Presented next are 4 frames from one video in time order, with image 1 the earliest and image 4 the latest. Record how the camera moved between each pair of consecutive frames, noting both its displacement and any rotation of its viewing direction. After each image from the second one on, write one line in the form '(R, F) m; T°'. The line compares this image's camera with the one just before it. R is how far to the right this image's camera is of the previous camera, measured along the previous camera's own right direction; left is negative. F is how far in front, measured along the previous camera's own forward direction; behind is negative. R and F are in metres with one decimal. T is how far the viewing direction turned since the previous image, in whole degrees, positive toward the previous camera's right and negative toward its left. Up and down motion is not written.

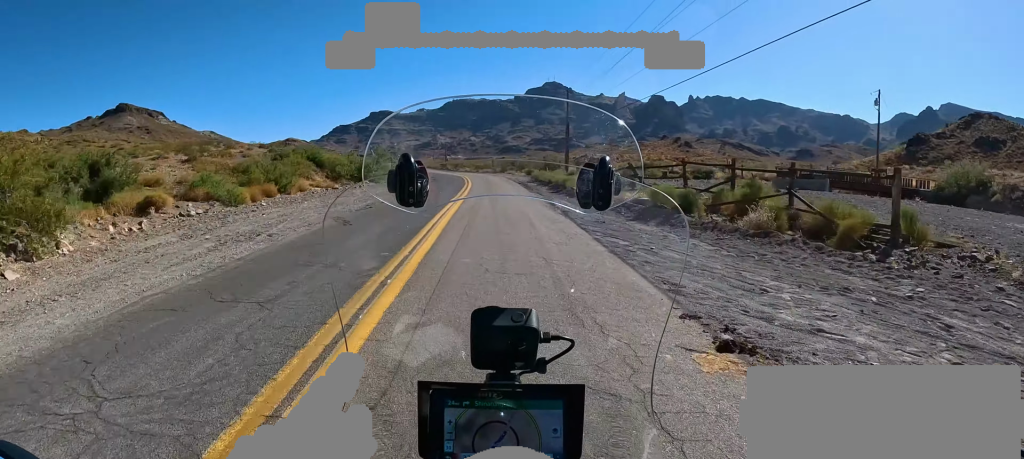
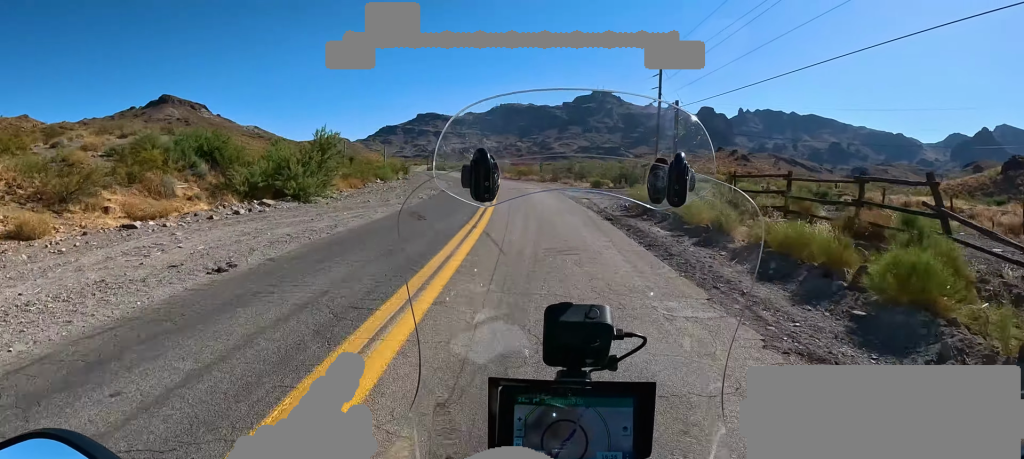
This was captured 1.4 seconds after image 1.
(-0.5, +23.5) m; -2°
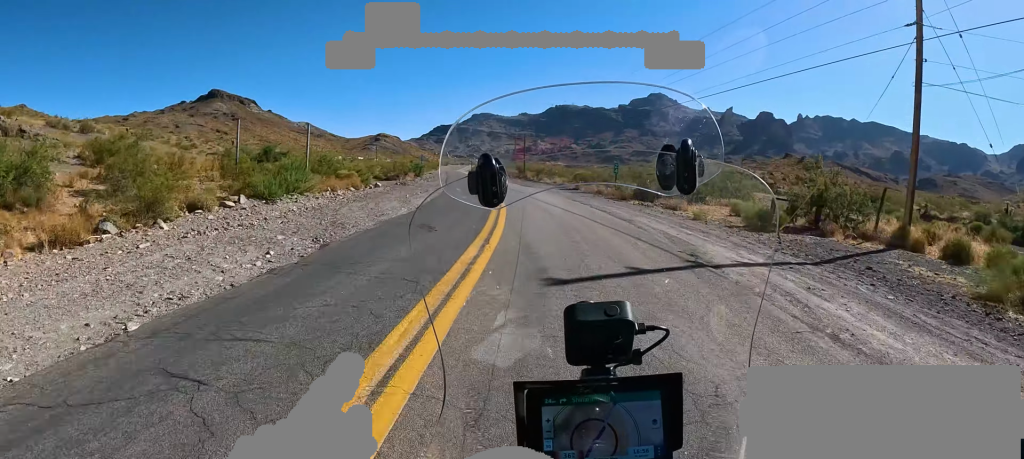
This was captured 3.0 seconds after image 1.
(+0.2, +25.7) m; -1°
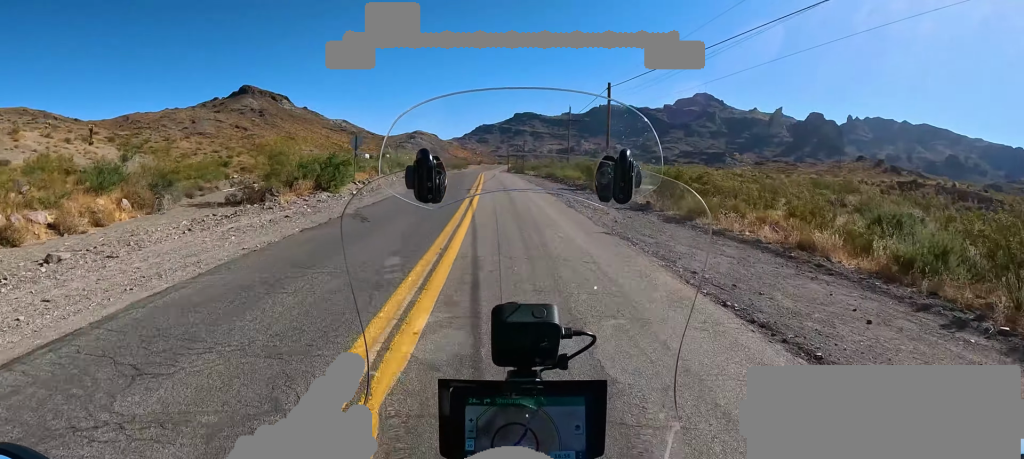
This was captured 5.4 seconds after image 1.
(-5.5, +42.2) m; -11°
